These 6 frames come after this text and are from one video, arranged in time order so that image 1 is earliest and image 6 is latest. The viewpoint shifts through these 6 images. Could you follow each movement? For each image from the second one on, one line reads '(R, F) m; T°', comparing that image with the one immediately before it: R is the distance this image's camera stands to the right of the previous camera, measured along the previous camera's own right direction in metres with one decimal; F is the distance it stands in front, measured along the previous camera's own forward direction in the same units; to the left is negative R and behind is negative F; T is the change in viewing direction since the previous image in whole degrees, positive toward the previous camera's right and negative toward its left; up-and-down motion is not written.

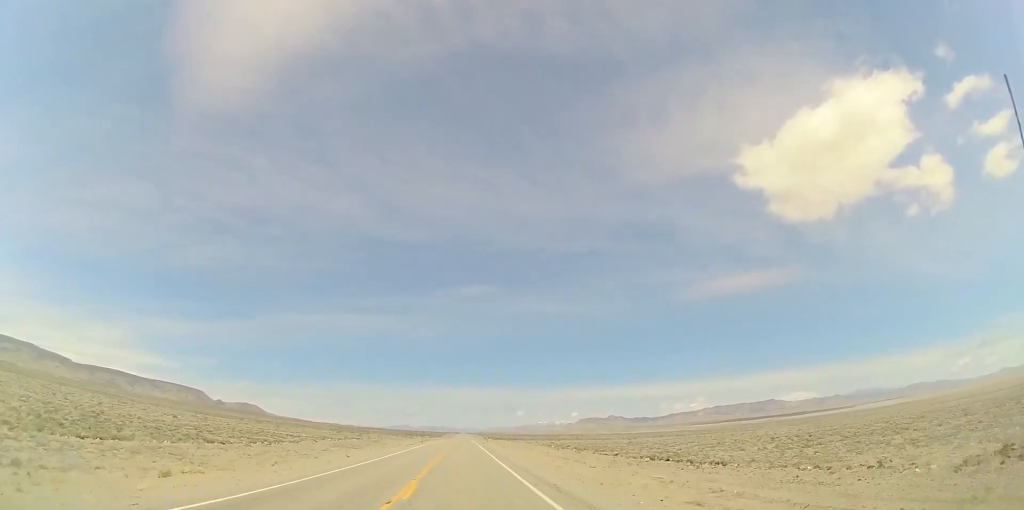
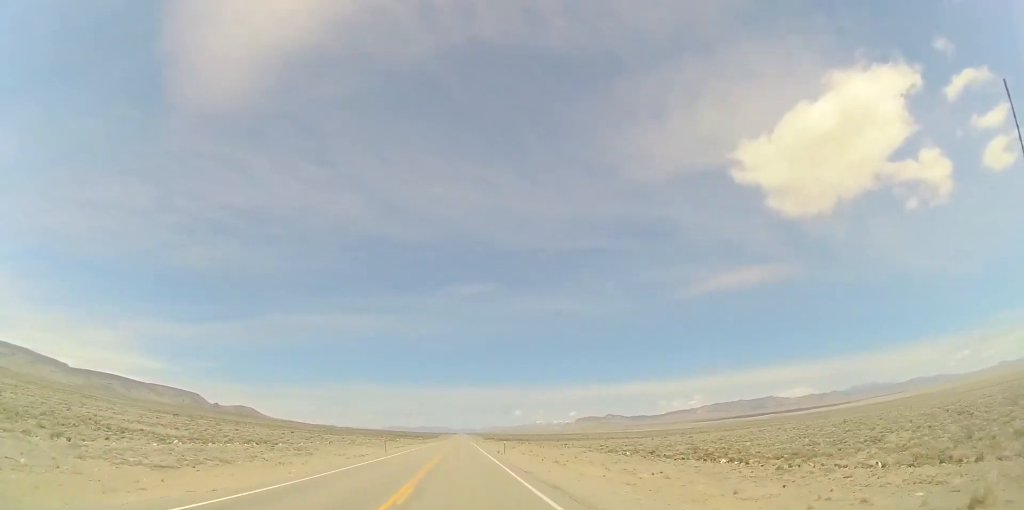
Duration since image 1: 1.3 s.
(+0.3, +37.7) m; +1°
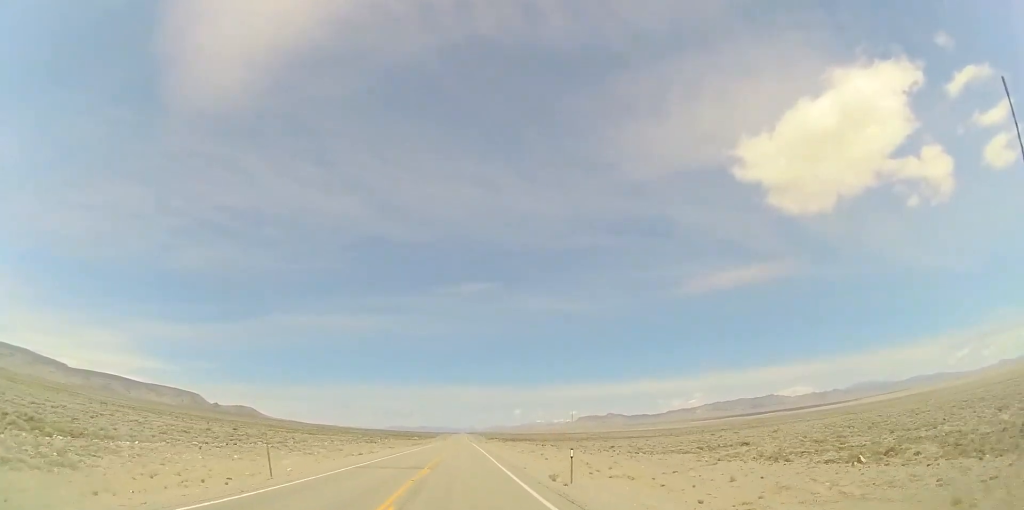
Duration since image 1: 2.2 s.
(+0.1, +27.9) m; 0°
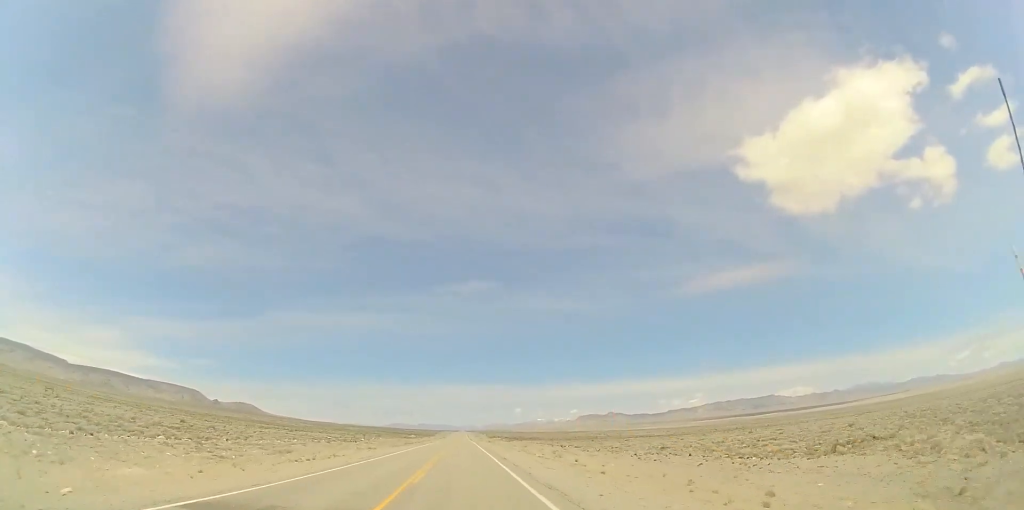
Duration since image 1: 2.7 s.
(+0.2, +16.0) m; 0°
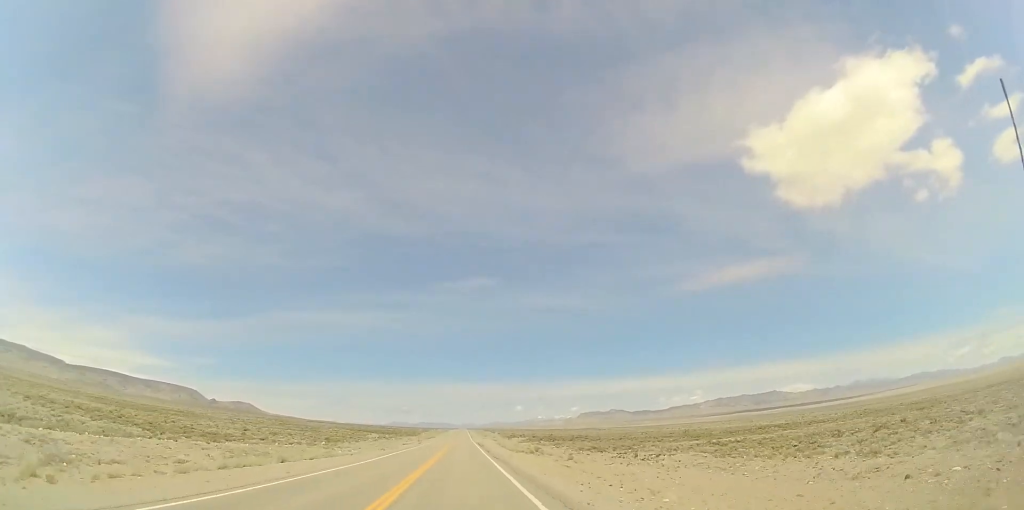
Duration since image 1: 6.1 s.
(-0.4, +101.0) m; 0°
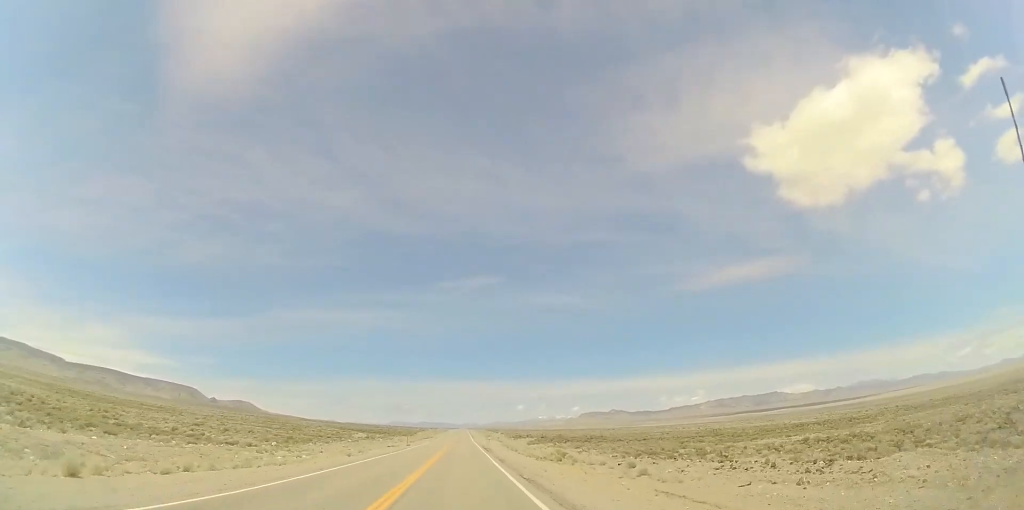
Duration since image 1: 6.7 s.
(-0.2, +17.1) m; 0°
